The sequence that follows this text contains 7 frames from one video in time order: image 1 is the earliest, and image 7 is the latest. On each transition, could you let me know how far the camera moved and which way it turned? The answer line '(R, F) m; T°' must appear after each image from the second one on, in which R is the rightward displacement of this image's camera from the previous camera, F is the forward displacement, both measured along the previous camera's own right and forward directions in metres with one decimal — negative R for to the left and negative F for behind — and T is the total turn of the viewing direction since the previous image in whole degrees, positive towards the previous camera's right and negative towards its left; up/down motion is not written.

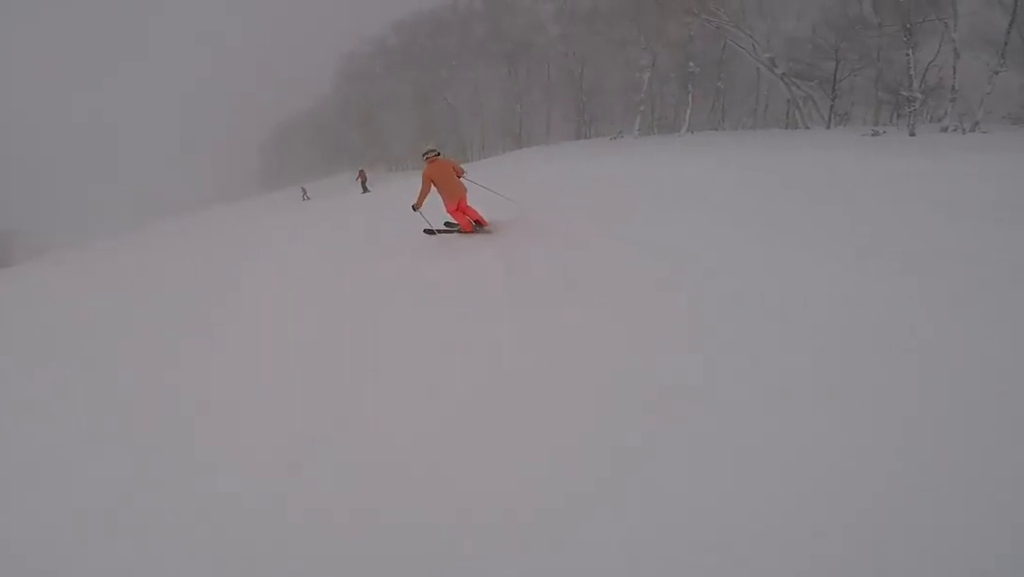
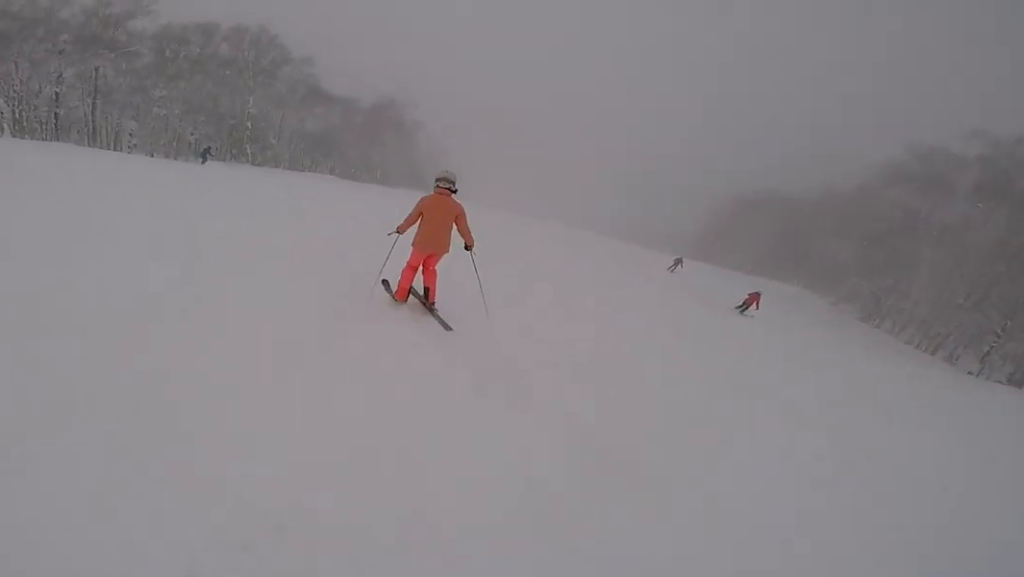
(-1.6, +9.6) m; -16°
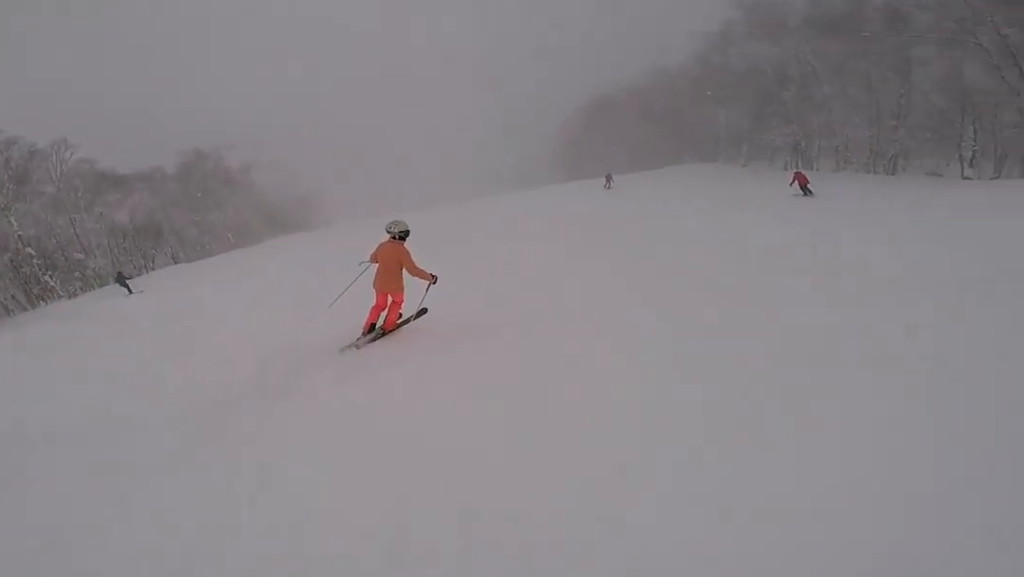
(-0.5, +9.1) m; +10°
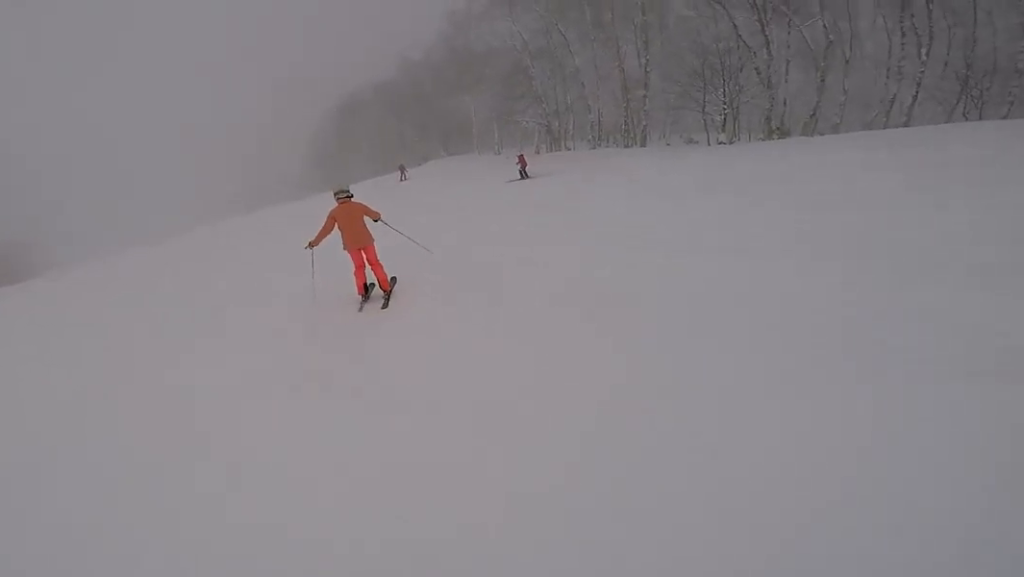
(+1.6, +6.3) m; +8°
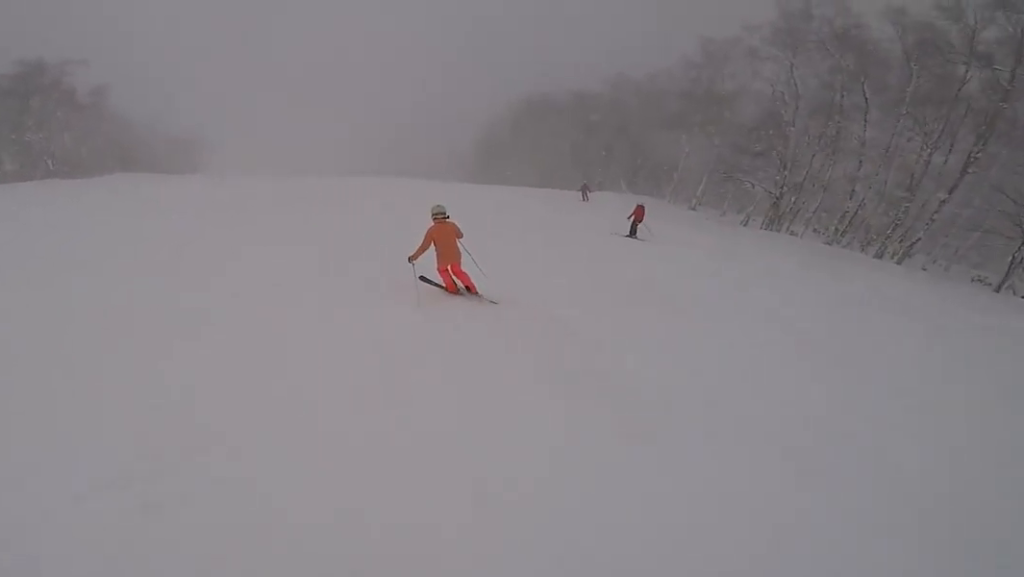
(-0.5, +5.2) m; -5°
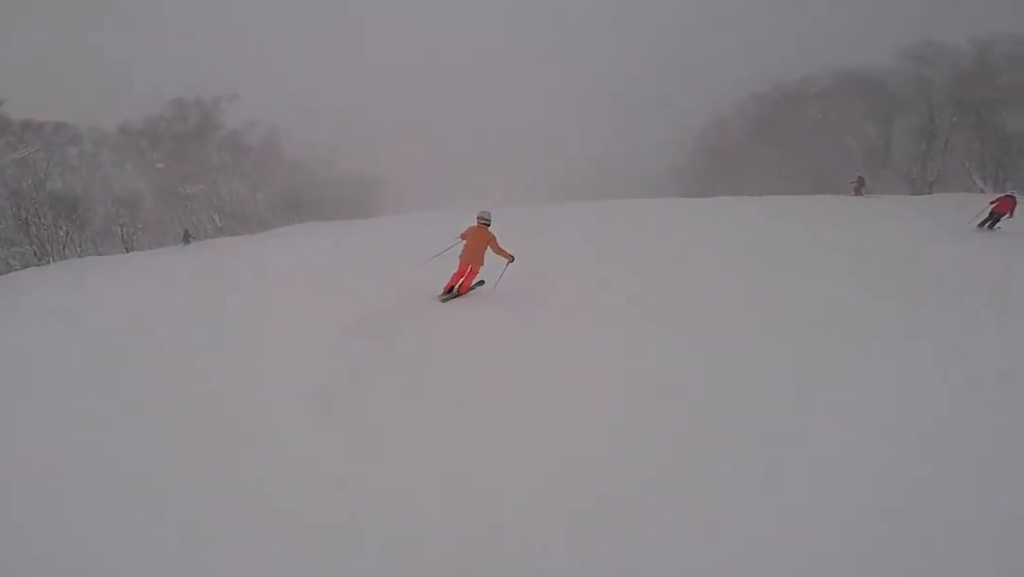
(-0.2, +11.5) m; -1°
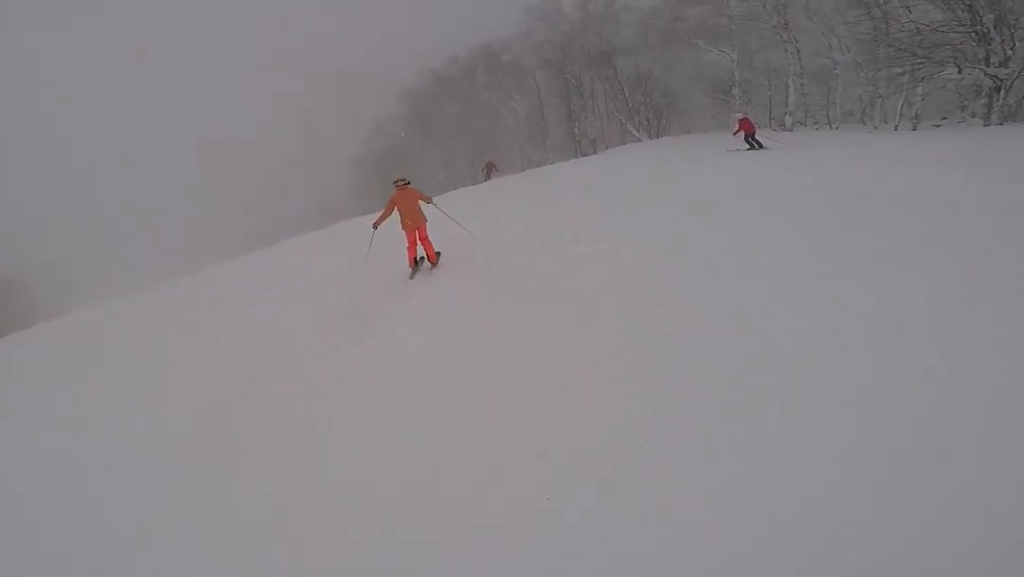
(0.0, +7.9) m; 0°
